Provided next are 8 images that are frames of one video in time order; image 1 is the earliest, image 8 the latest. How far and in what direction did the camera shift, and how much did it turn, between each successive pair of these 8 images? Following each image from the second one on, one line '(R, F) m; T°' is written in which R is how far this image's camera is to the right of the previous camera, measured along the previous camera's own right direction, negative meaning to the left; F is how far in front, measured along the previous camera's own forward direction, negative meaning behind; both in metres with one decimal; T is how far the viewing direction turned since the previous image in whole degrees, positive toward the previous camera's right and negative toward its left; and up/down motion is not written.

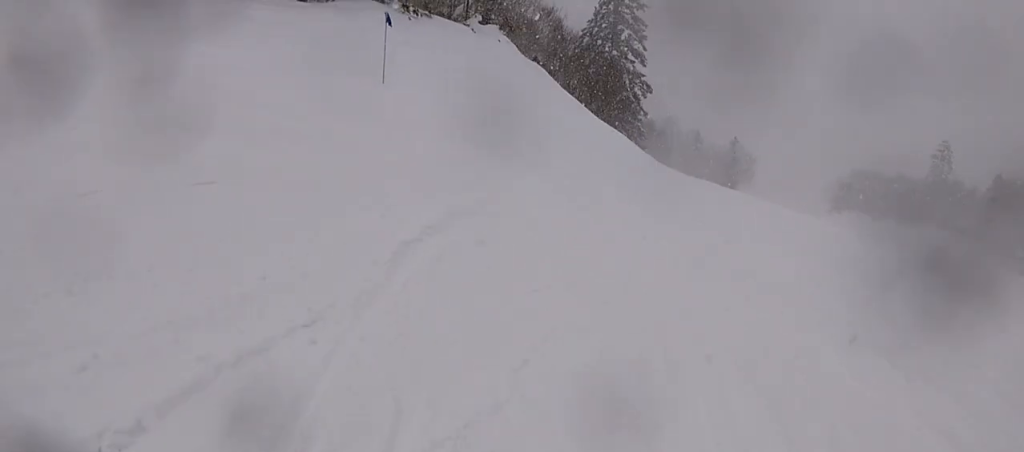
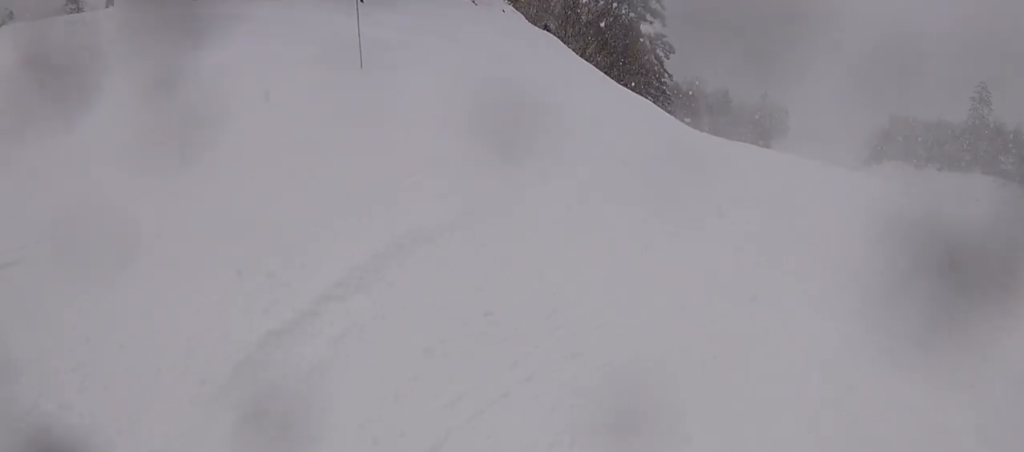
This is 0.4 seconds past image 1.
(0.0, +2.1) m; +5°
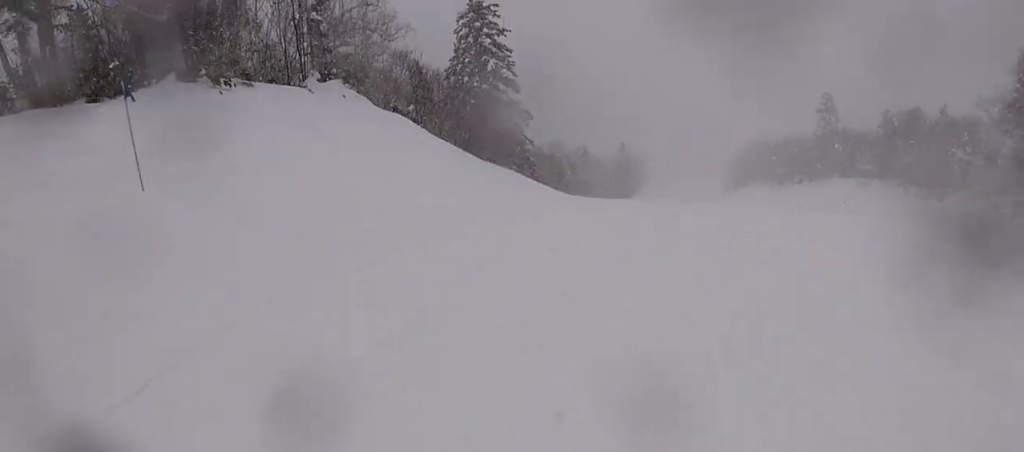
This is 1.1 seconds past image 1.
(-0.1, +3.4) m; +11°
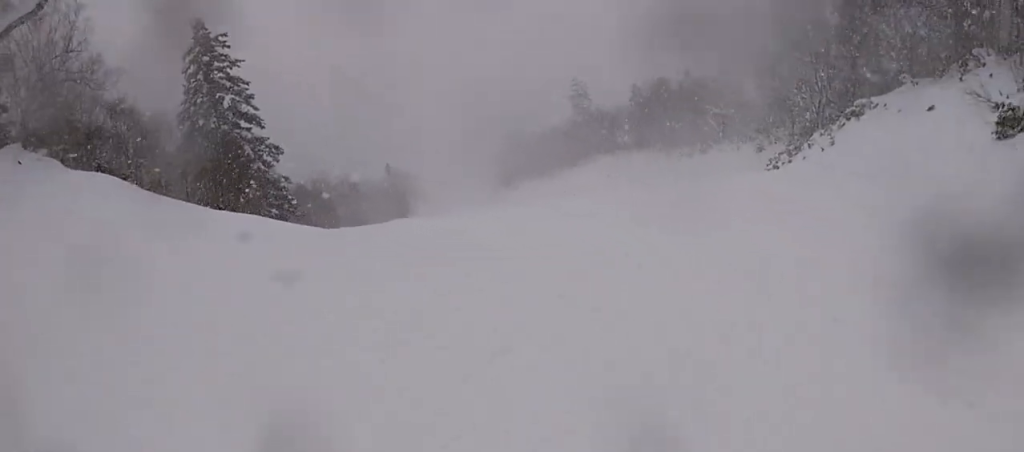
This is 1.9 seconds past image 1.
(+1.0, +4.2) m; +11°
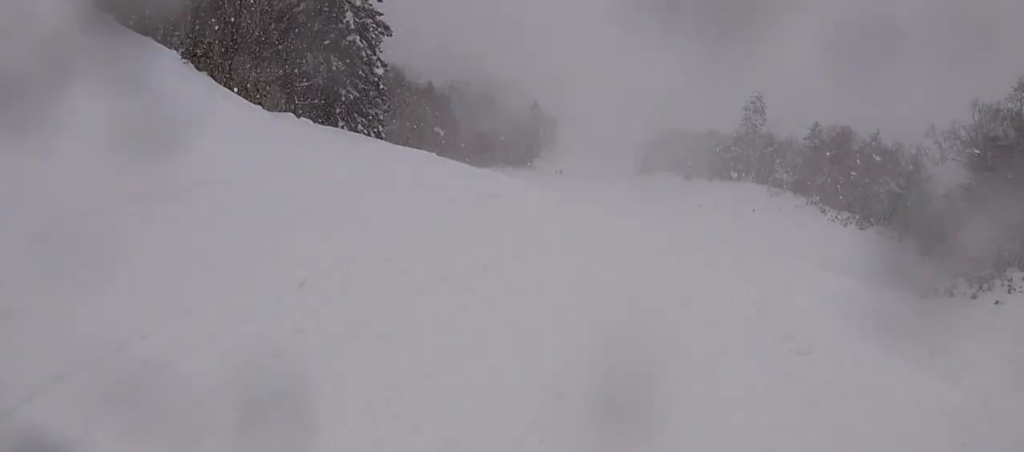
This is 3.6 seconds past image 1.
(-1.0, +7.7) m; -23°
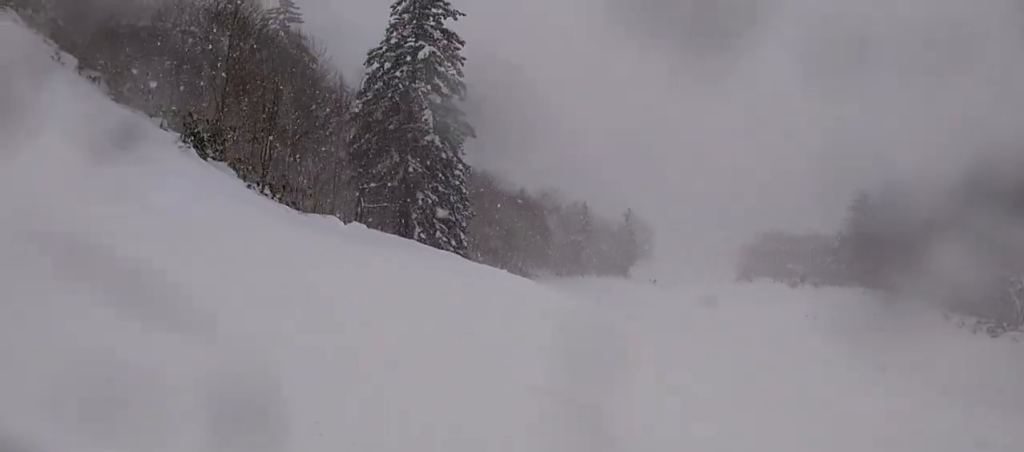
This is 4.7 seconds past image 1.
(-0.7, +4.8) m; -24°
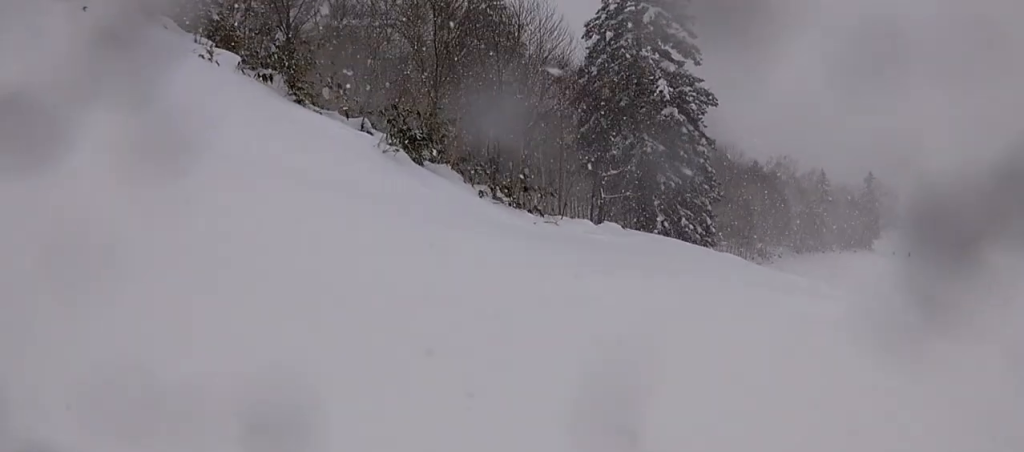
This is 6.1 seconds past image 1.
(-1.7, +4.3) m; -14°
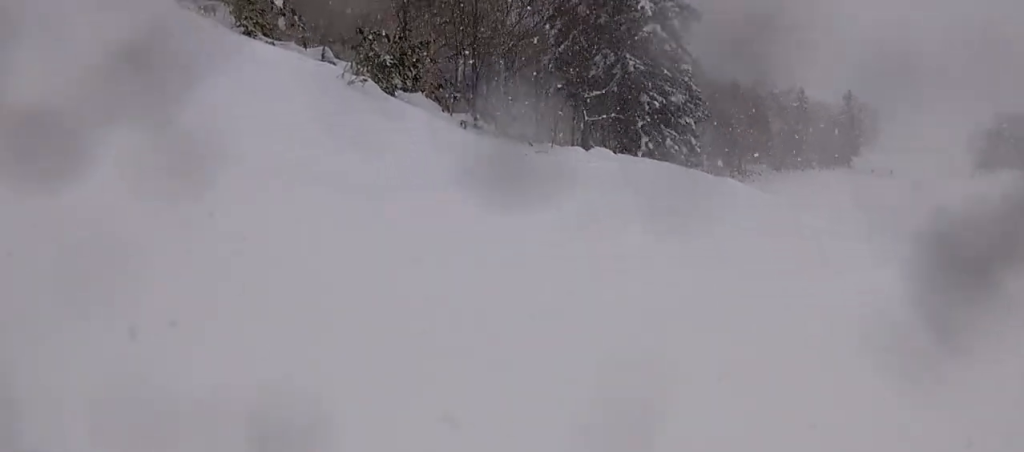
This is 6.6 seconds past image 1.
(+0.7, +1.5) m; +14°
